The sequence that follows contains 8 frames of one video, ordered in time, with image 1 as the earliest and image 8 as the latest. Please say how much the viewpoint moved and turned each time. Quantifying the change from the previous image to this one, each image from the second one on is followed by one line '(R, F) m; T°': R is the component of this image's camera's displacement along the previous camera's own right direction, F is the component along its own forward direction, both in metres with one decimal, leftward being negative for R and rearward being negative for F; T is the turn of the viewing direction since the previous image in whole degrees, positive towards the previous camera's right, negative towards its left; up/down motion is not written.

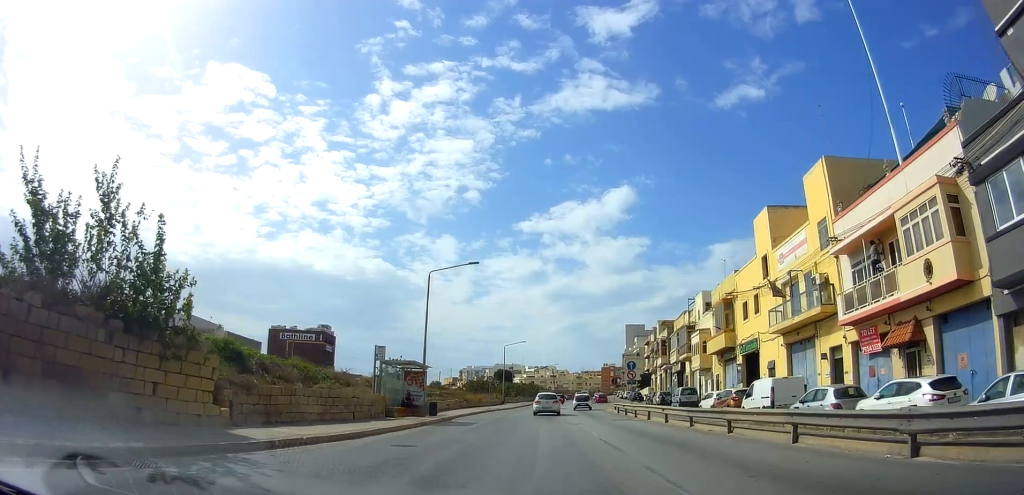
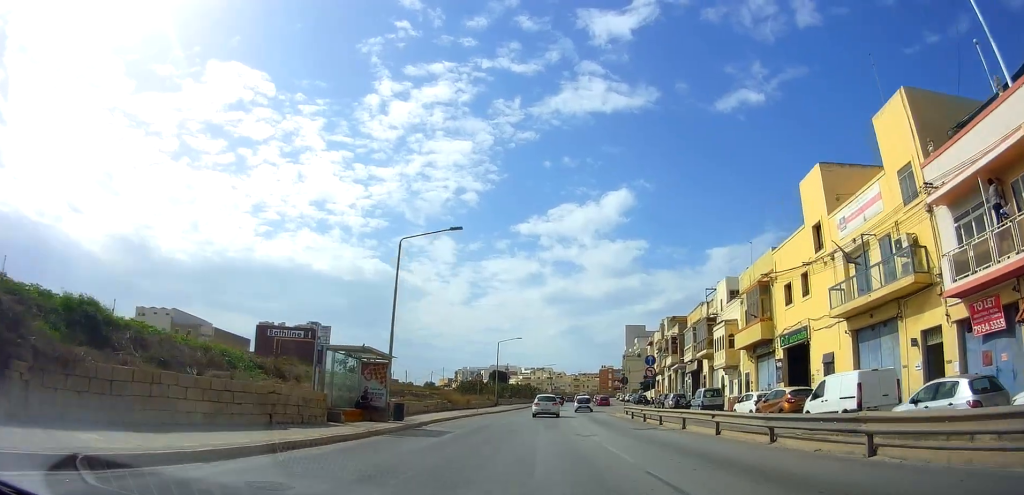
(-0.3, +7.1) m; 0°
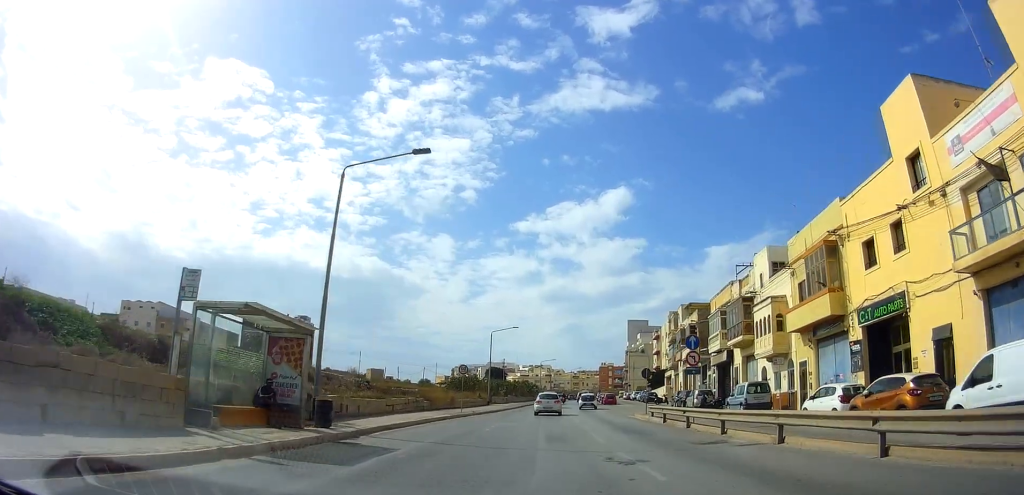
(+0.5, +8.4) m; +2°
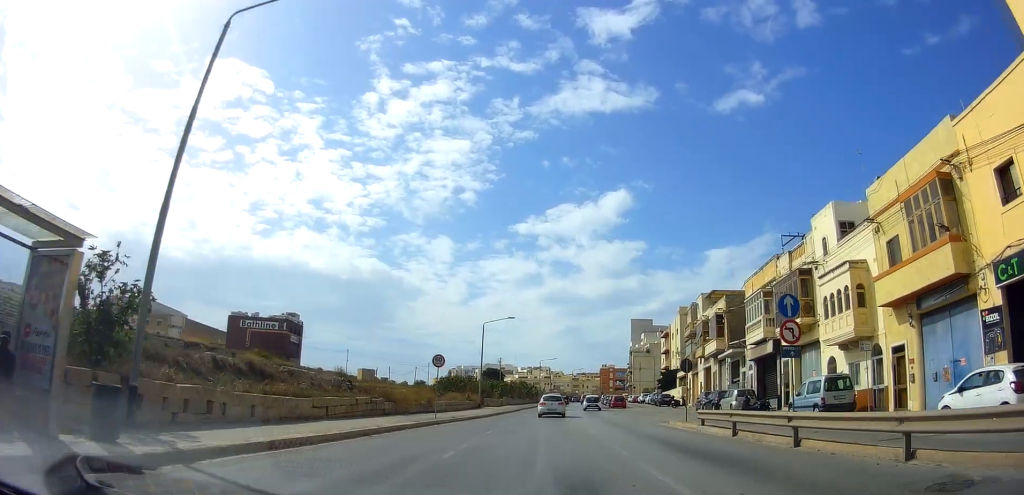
(+0.2, +8.8) m; +1°
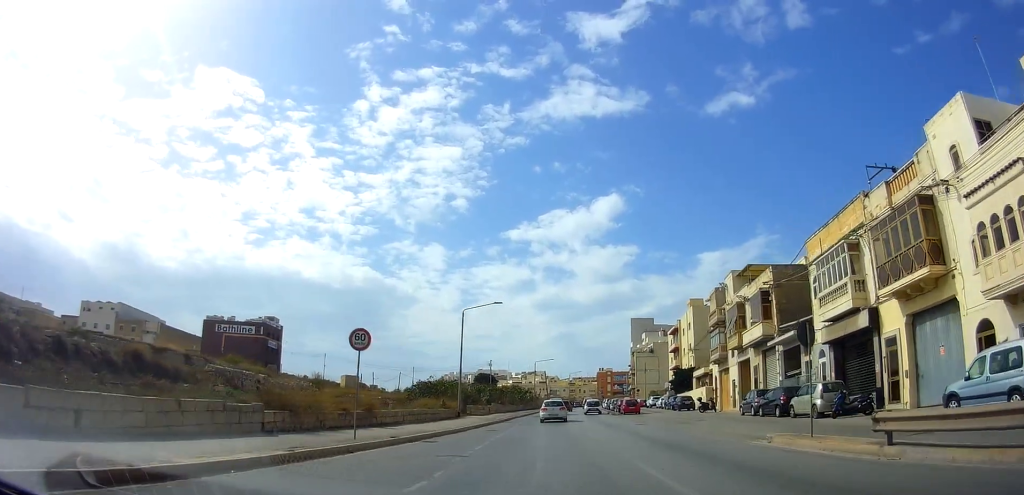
(0.0, +11.4) m; 0°
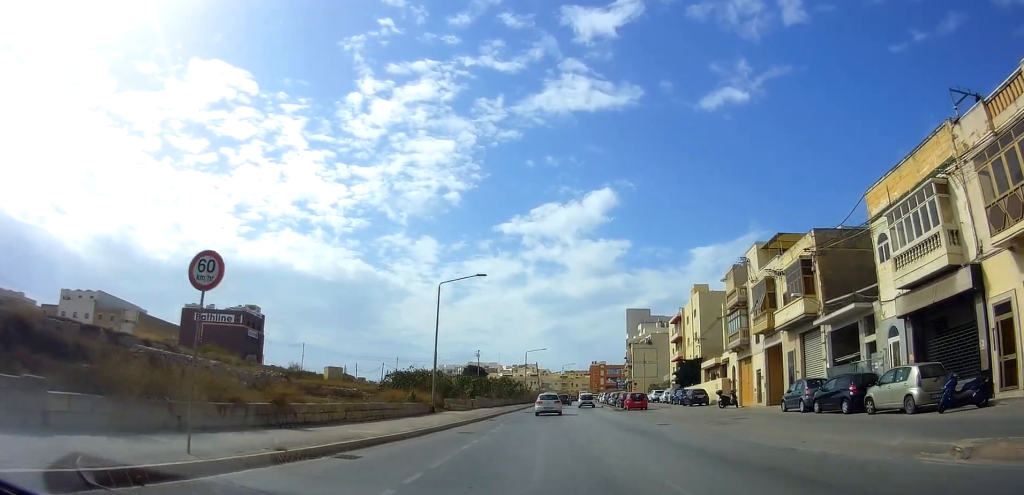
(0.0, +7.3) m; 0°
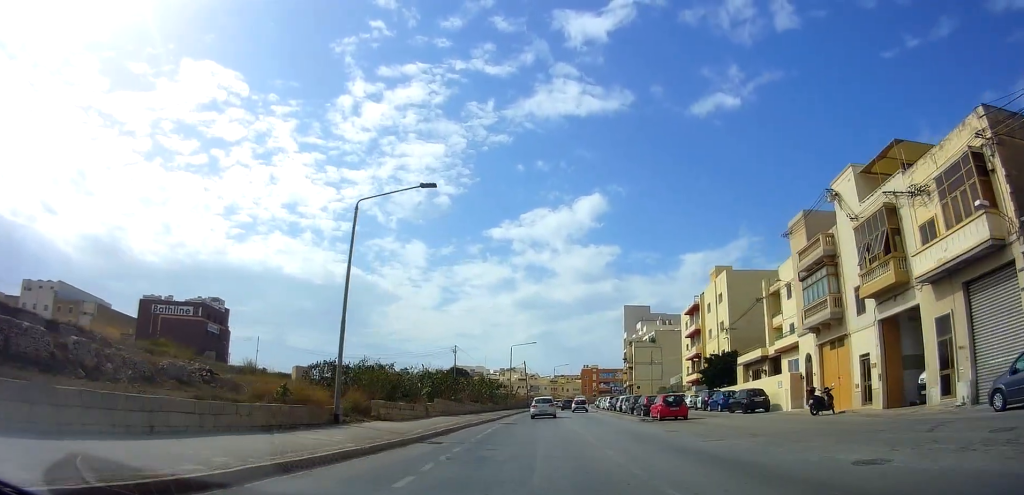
(0.0, +15.4) m; 0°
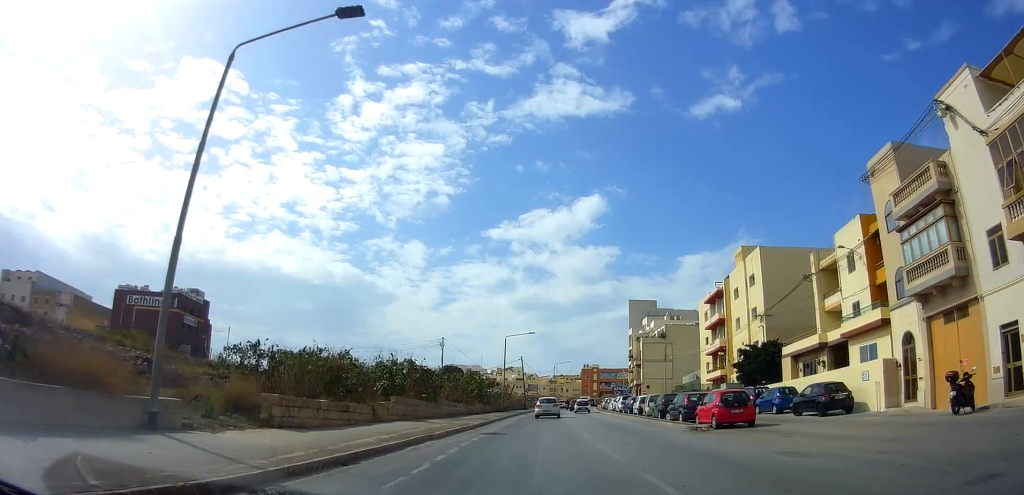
(0.0, +9.9) m; 0°
